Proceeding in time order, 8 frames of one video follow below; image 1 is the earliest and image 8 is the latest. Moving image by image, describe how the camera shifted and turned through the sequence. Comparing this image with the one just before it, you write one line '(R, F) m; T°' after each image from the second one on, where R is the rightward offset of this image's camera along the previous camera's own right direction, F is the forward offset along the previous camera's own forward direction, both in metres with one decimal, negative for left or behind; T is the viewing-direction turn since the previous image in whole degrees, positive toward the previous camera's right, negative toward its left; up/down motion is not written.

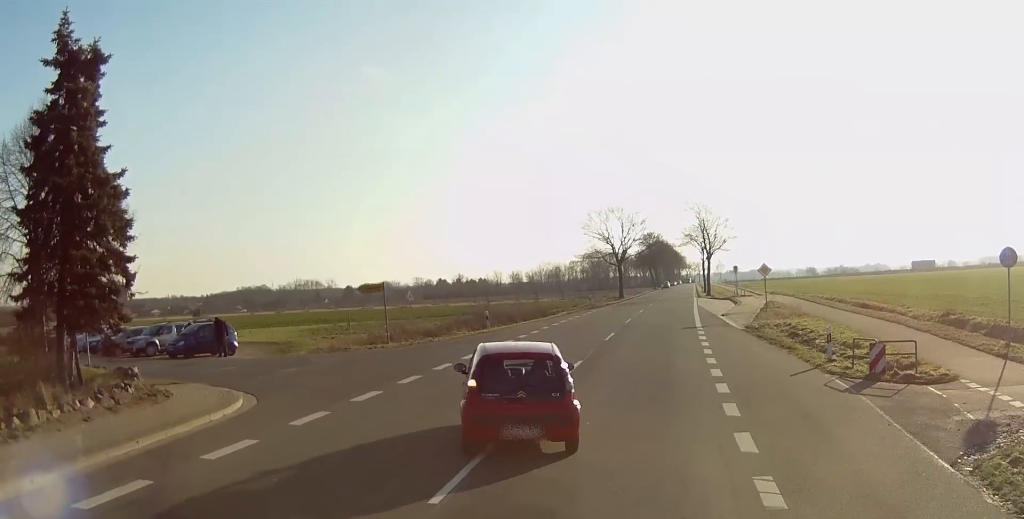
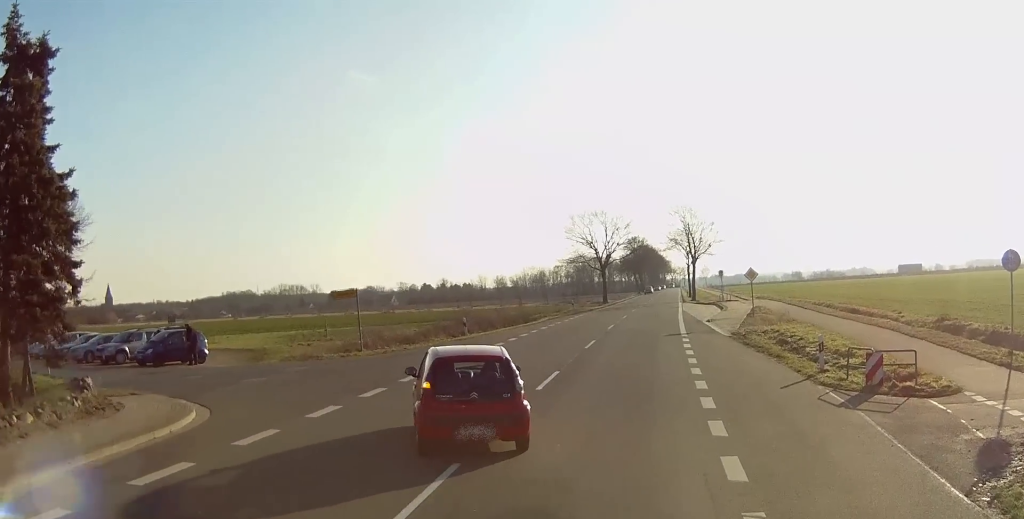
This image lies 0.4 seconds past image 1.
(0.0, +1.7) m; -1°
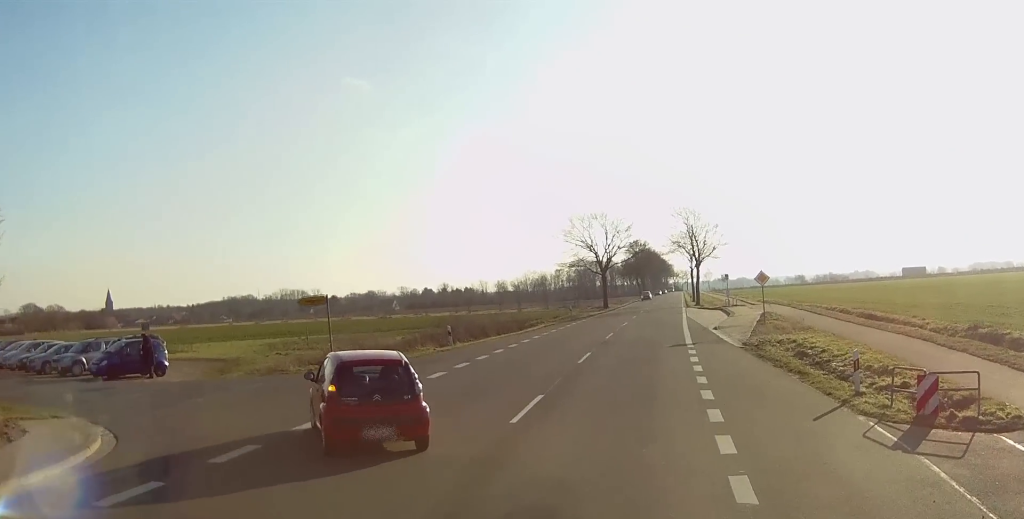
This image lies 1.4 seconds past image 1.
(-0.1, +4.0) m; -2°
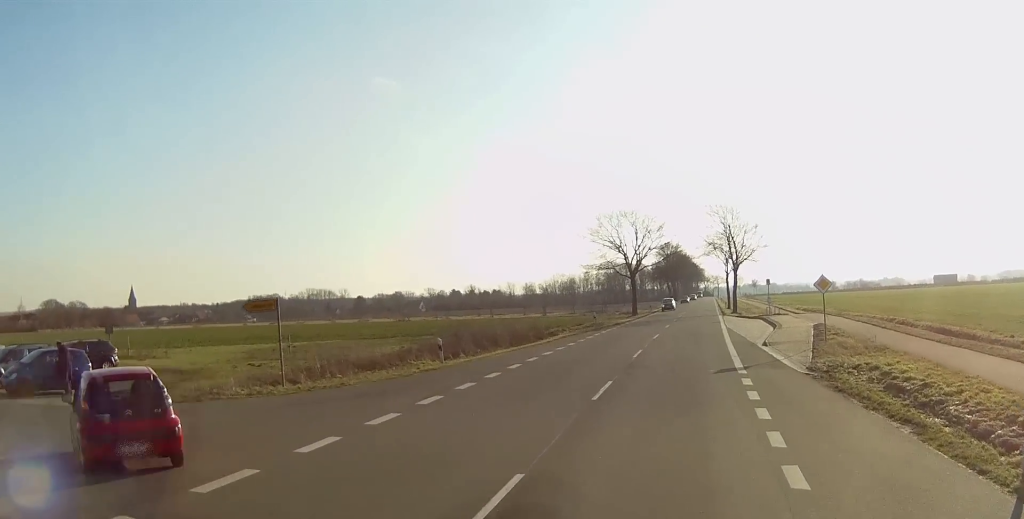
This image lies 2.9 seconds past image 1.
(+0.2, +7.0) m; +2°
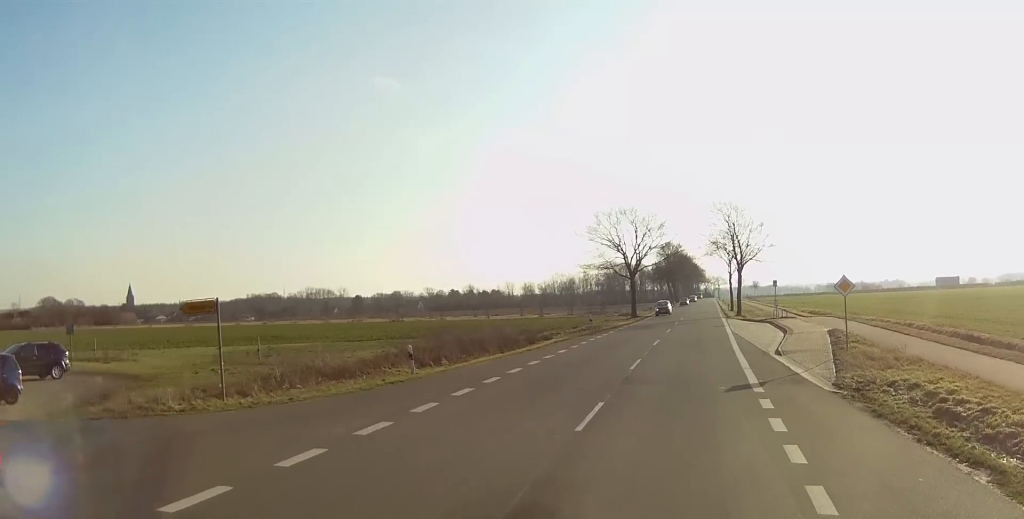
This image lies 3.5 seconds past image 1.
(0.0, +3.4) m; -1°
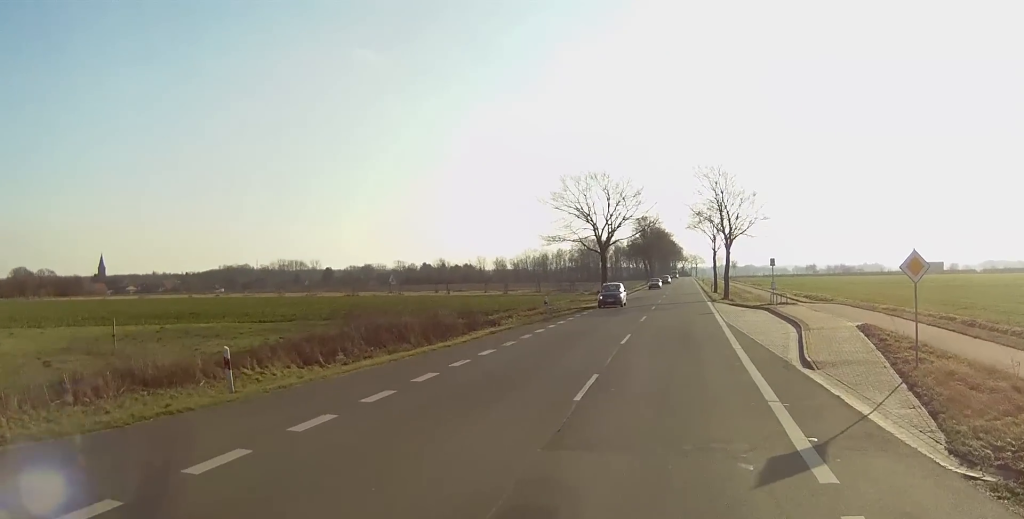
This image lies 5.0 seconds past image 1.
(-0.3, +9.7) m; -1°
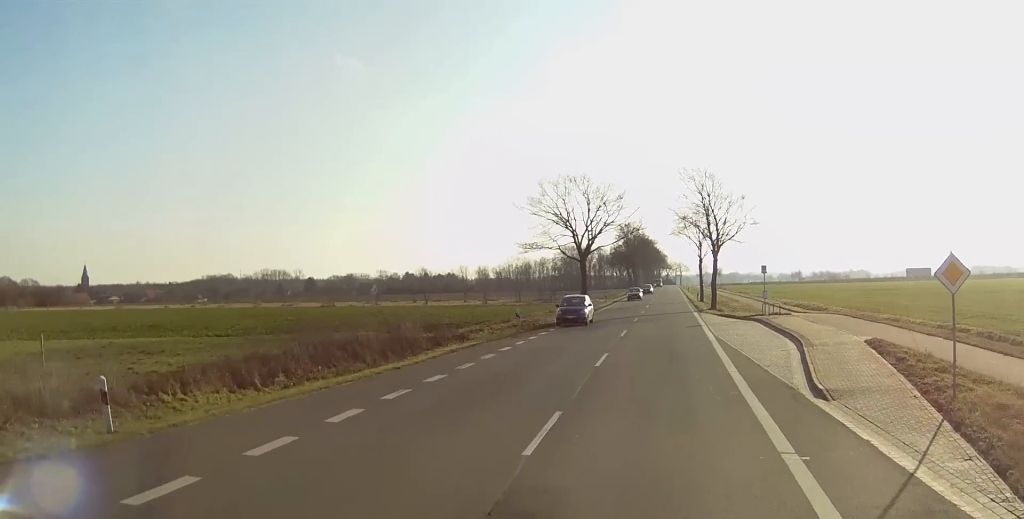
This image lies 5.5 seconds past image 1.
(0.0, +3.7) m; +1°
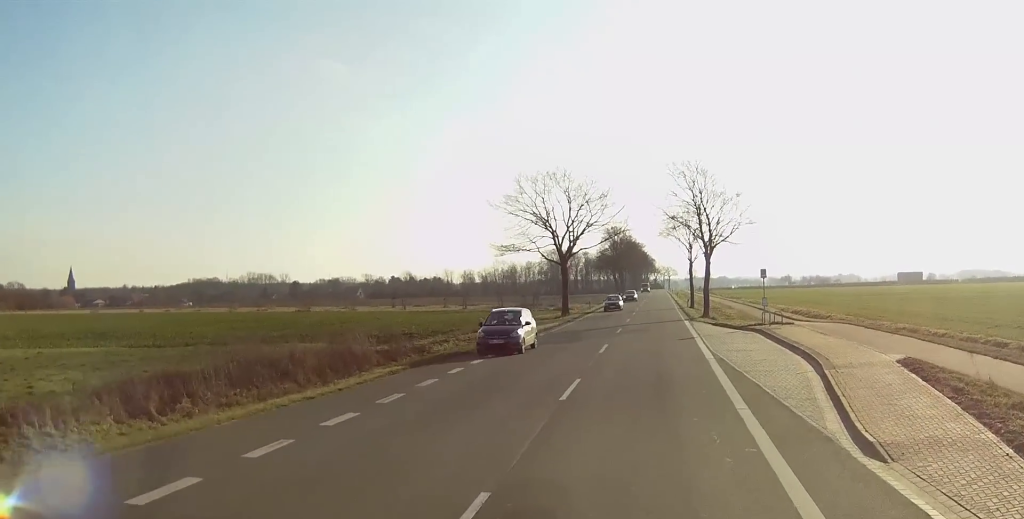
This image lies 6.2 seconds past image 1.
(+0.1, +5.4) m; +1°
